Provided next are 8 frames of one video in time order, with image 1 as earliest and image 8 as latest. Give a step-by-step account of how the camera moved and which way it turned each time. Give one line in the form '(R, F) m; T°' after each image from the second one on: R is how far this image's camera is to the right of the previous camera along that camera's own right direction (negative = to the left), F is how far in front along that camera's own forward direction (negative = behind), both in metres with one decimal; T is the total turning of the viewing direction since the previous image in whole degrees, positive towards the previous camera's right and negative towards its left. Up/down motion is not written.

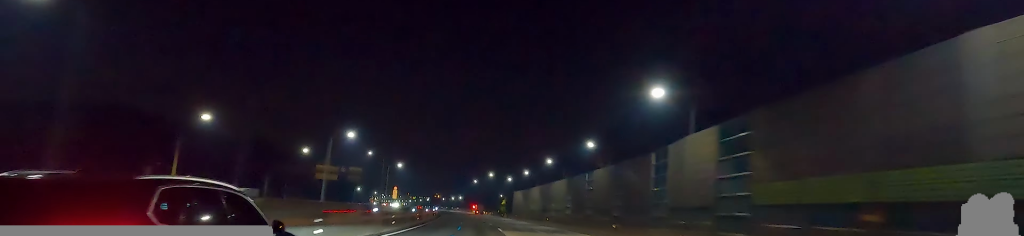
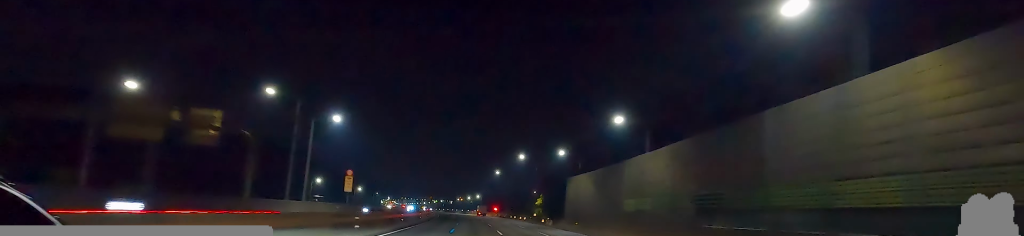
(-2.6, +65.3) m; -3°
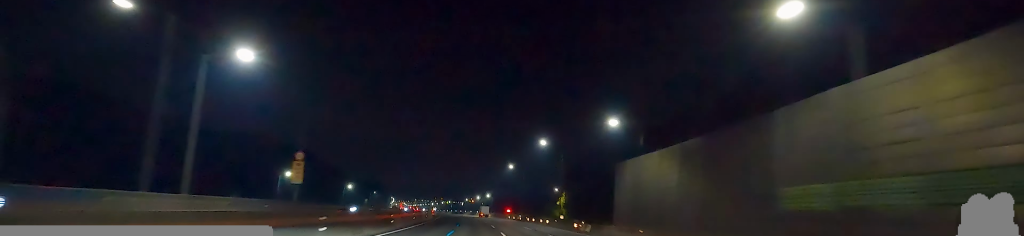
(+0.2, +24.3) m; -3°
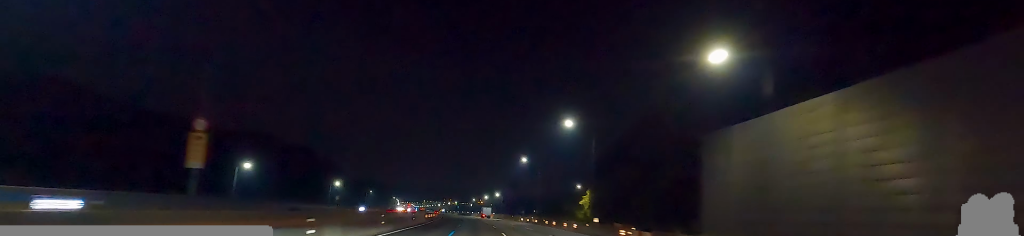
(-0.9, +19.6) m; -2°
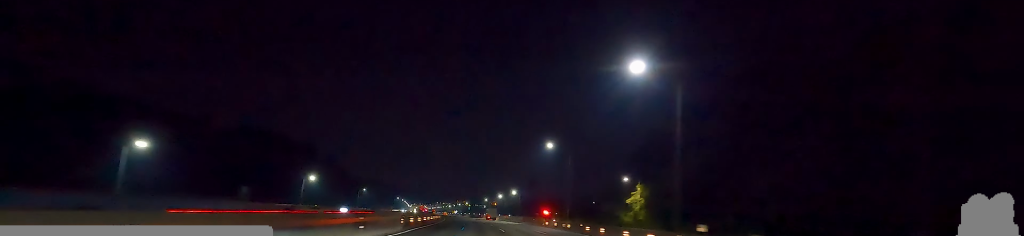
(-0.6, +26.3) m; -1°
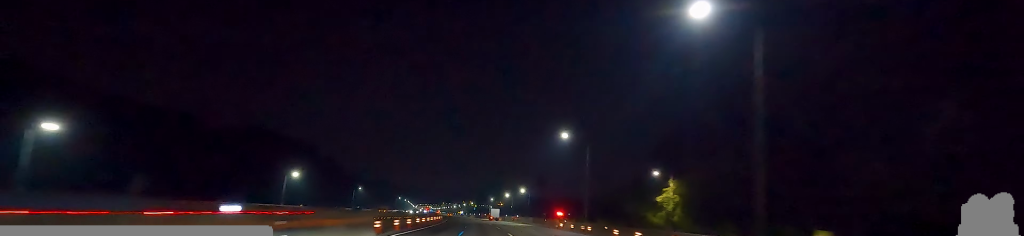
(0.0, +11.3) m; 0°
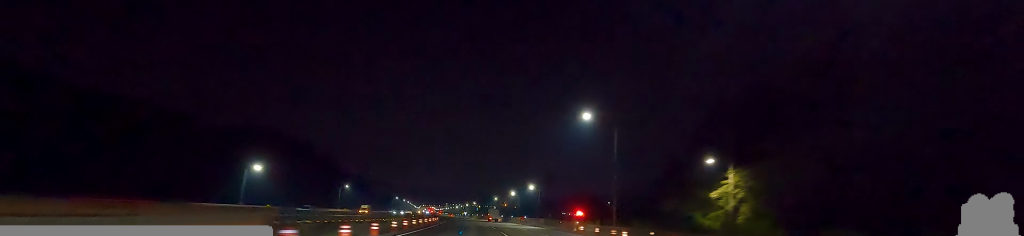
(0.0, +15.0) m; 0°
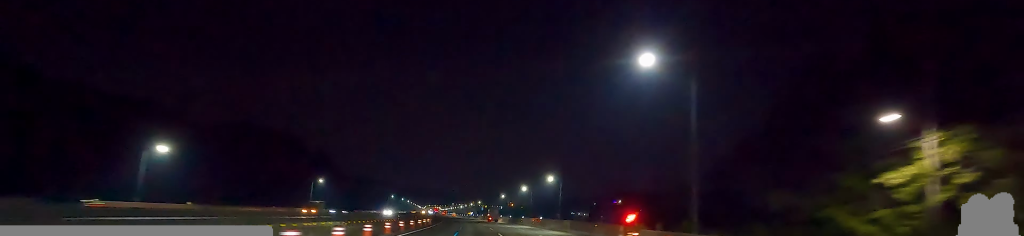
(0.0, +21.5) m; 0°
